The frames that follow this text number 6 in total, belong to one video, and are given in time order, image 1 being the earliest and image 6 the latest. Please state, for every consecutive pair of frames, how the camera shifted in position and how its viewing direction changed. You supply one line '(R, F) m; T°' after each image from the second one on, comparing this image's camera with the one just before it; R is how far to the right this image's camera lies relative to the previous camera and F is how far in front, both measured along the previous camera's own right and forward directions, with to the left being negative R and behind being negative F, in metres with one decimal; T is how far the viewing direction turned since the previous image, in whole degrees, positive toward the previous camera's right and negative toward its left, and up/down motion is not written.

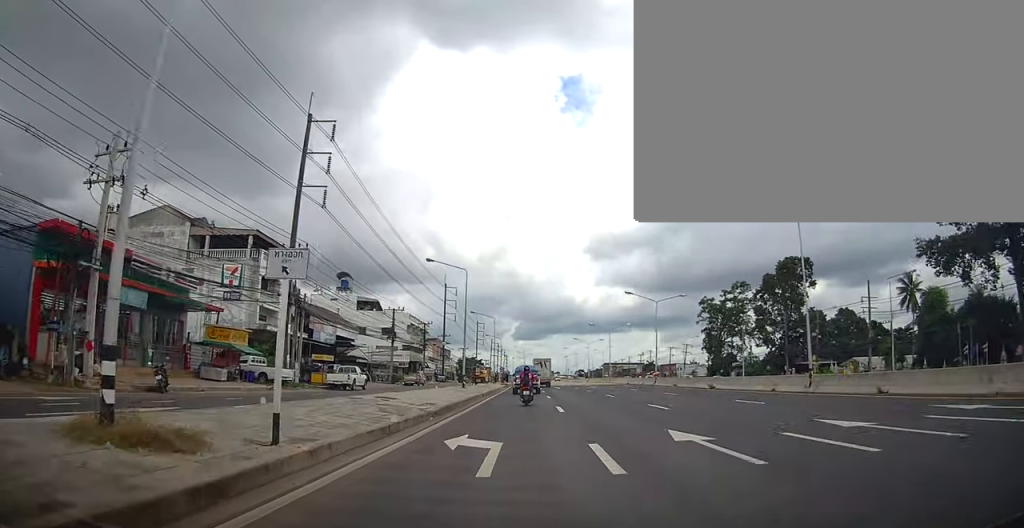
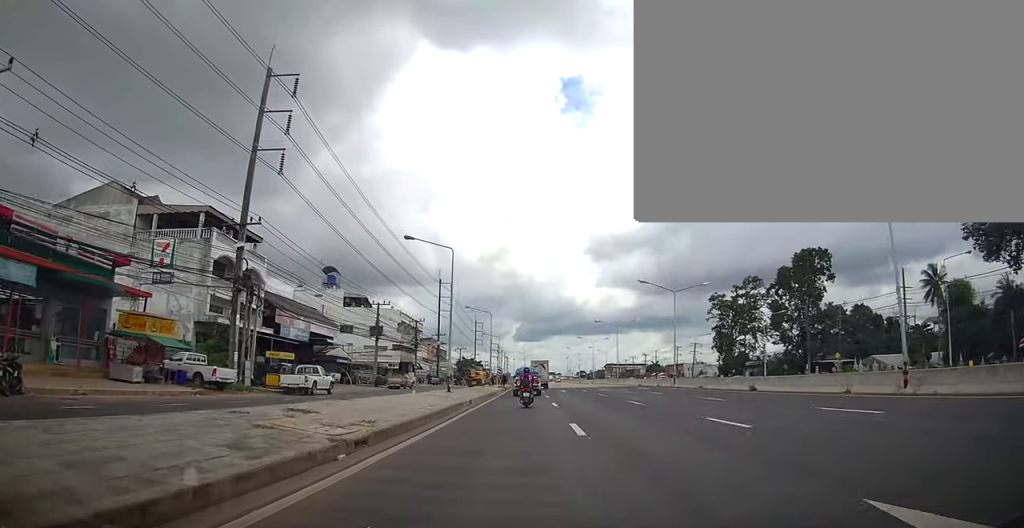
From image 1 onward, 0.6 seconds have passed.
(-0.3, +7.6) m; 0°
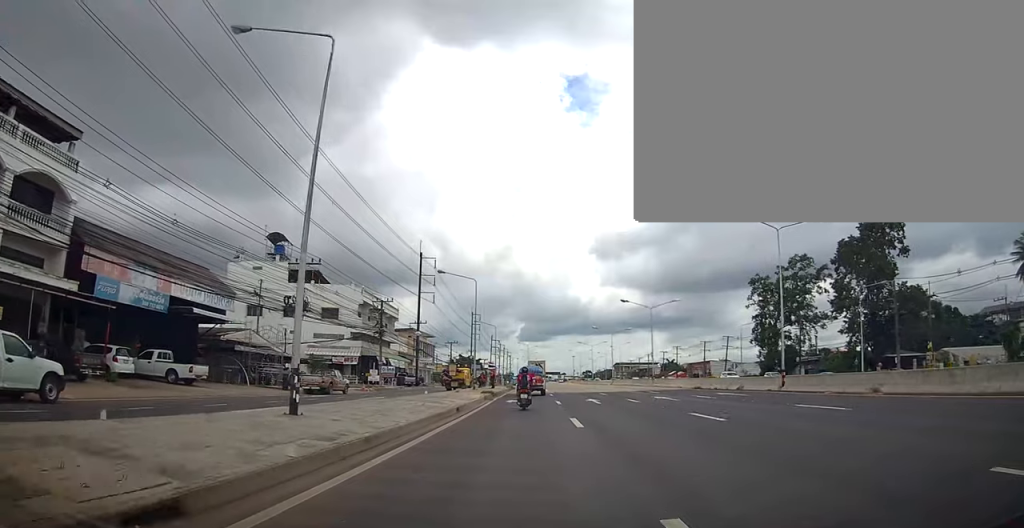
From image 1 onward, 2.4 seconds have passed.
(+0.1, +21.9) m; 0°
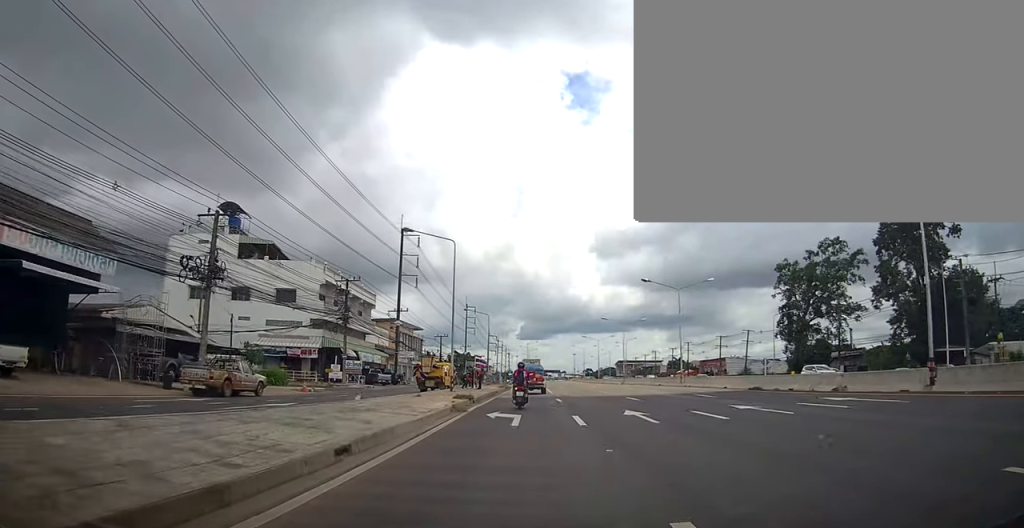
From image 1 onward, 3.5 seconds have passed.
(+0.3, +12.3) m; 0°
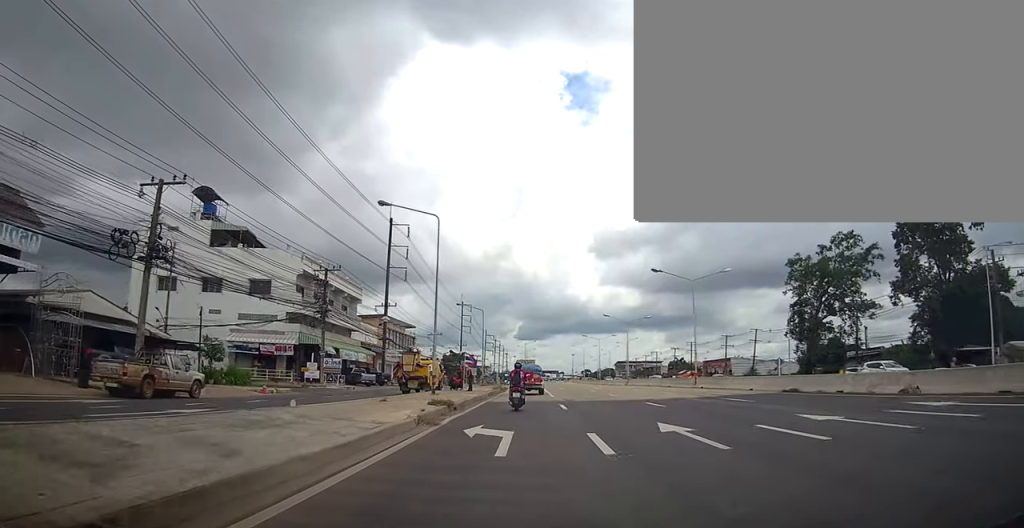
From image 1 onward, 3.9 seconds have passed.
(+0.1, +5.1) m; 0°
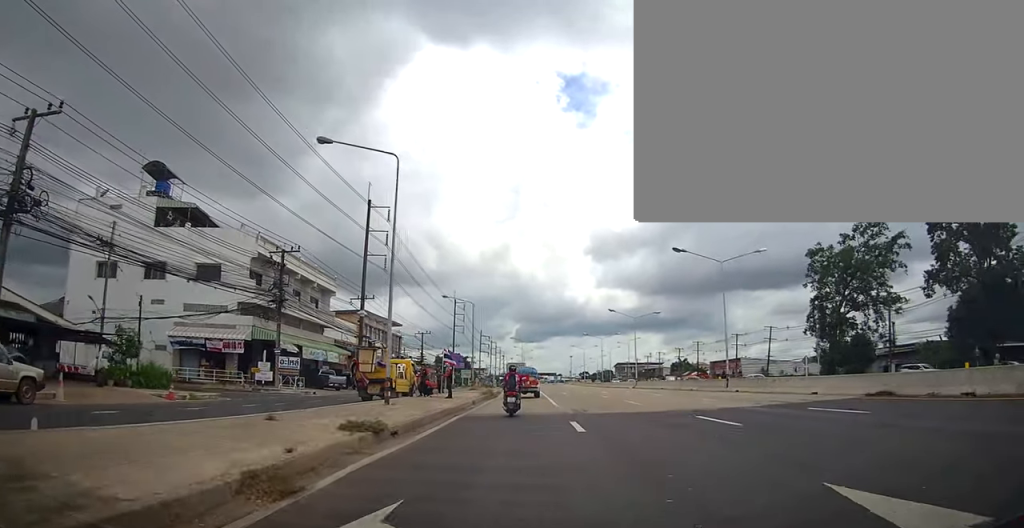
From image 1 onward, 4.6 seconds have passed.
(-0.4, +8.2) m; +1°
